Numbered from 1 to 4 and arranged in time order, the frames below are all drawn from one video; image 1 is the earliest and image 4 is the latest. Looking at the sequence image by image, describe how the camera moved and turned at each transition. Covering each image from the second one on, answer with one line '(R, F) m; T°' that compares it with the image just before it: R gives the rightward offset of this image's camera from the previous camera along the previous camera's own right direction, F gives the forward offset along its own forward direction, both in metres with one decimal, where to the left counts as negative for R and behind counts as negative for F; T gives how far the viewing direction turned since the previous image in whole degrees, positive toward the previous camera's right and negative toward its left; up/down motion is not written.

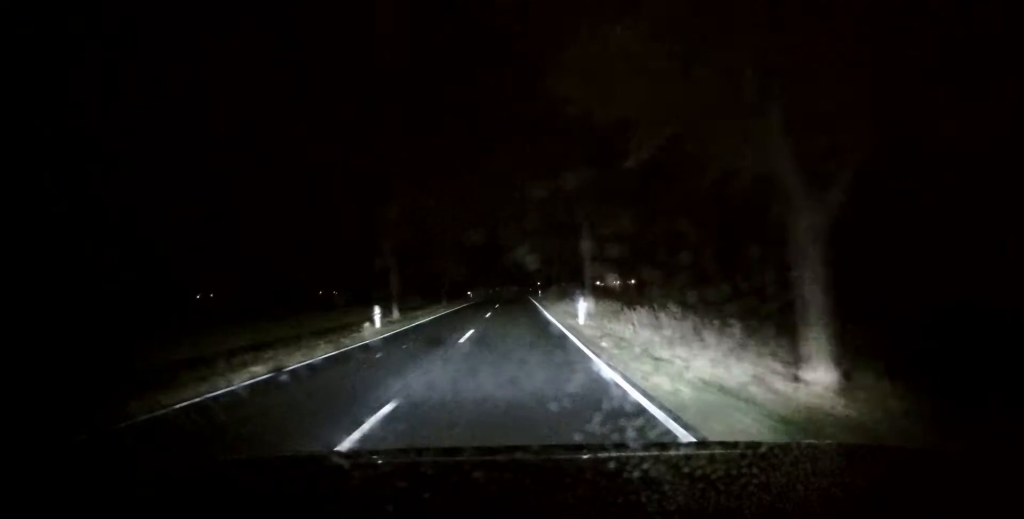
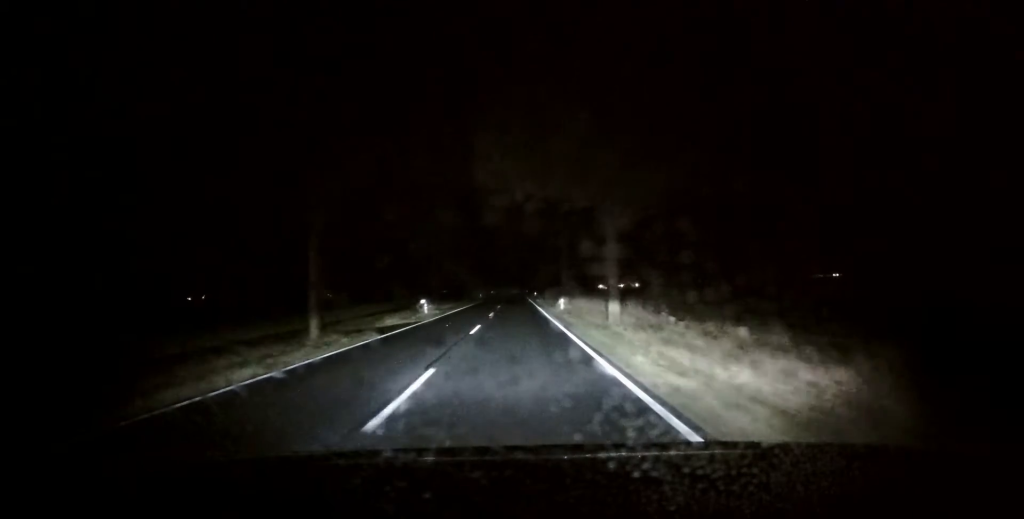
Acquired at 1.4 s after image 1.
(-0.1, +32.6) m; 0°
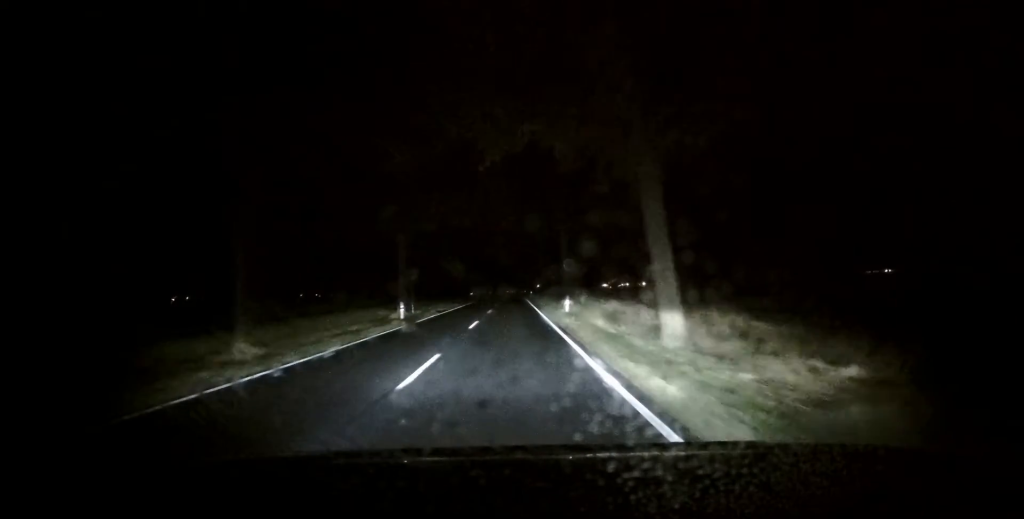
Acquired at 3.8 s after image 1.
(0.0, +56.6) m; -1°
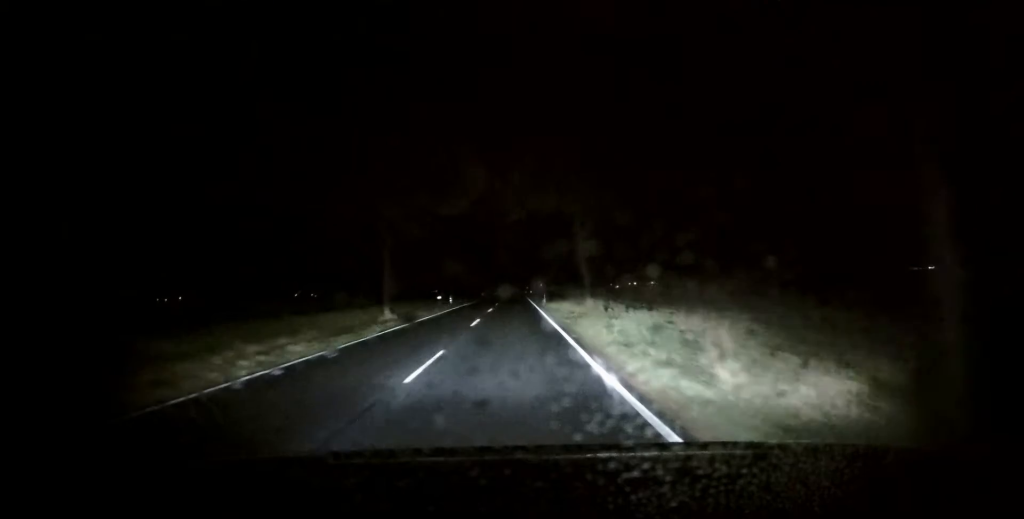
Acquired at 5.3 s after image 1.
(-0.4, +34.6) m; -1°
